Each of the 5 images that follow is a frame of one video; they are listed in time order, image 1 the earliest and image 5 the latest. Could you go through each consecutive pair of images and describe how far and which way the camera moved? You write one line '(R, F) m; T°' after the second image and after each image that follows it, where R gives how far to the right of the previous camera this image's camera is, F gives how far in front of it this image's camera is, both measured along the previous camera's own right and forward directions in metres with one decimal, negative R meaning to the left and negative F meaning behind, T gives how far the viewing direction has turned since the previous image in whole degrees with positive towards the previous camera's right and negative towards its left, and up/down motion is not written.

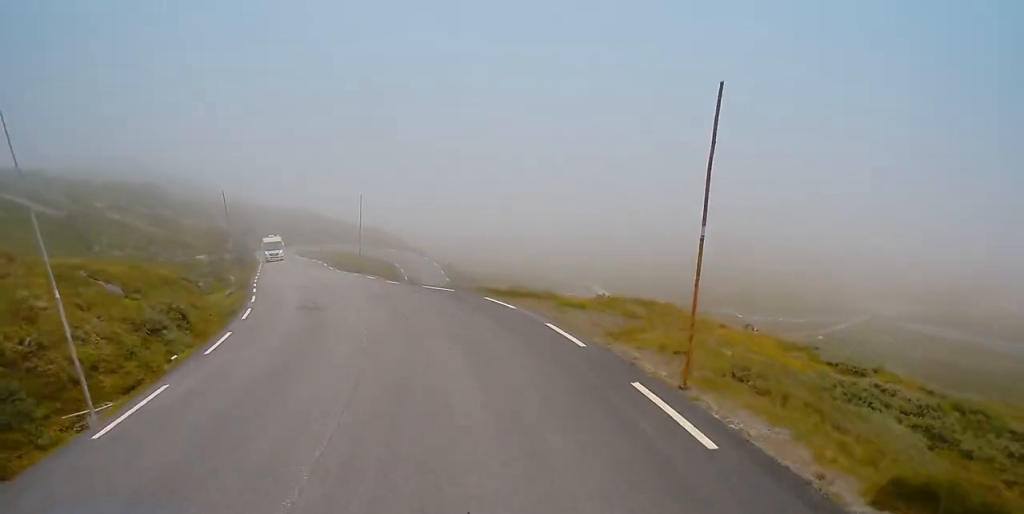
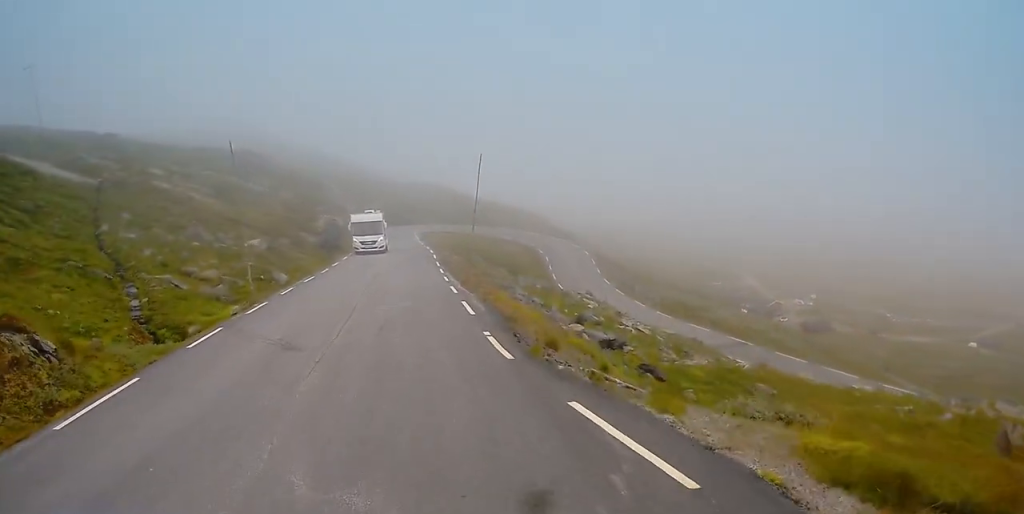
(-1.0, +15.9) m; -10°
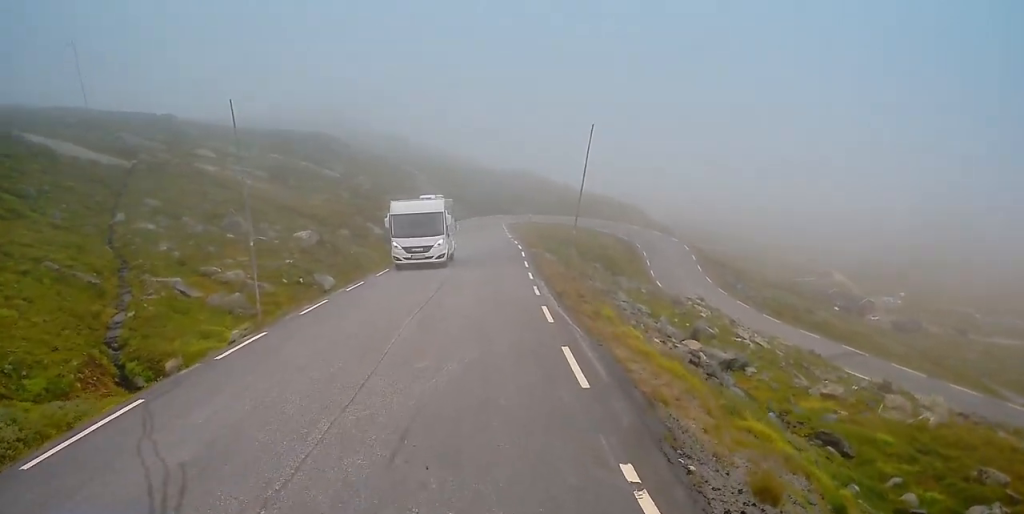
(-0.7, +6.6) m; -13°
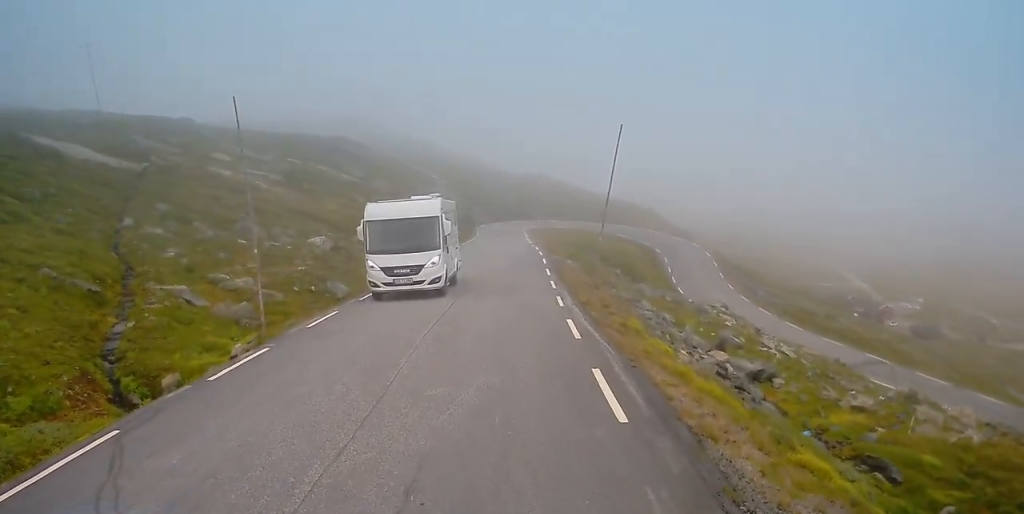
(0.0, +1.9) m; +3°
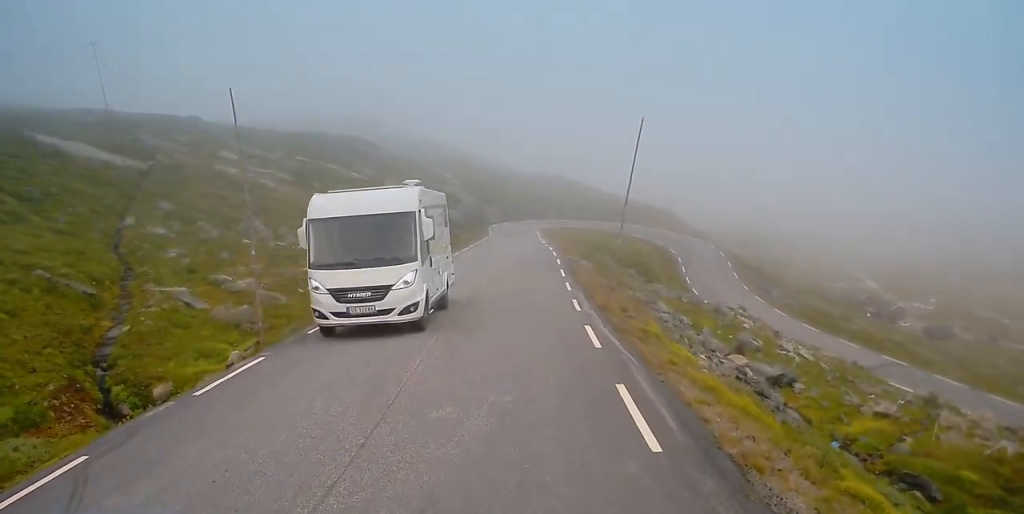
(0.0, +1.4) m; +4°
